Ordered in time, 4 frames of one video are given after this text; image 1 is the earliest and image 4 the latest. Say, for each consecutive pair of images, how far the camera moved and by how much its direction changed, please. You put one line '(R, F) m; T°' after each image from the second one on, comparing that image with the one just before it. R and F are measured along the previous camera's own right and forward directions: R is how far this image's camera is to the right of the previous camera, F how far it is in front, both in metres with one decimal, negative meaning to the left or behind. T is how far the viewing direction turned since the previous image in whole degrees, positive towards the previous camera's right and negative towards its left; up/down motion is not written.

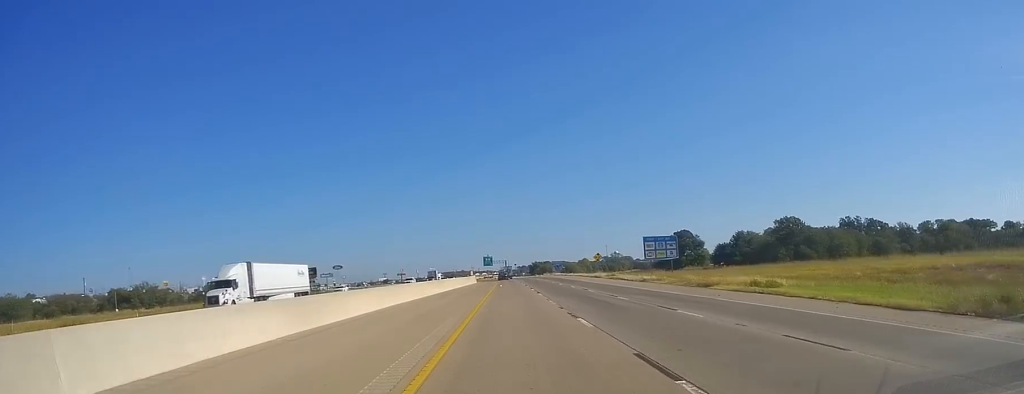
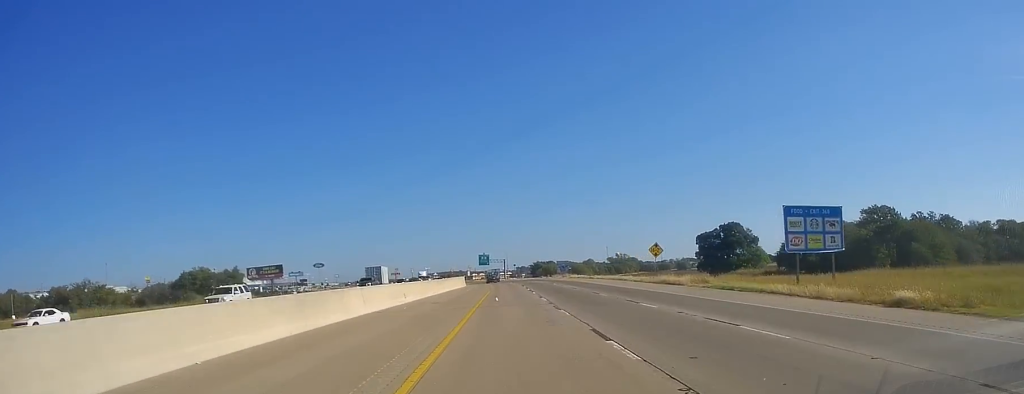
(-0.8, +43.0) m; -1°
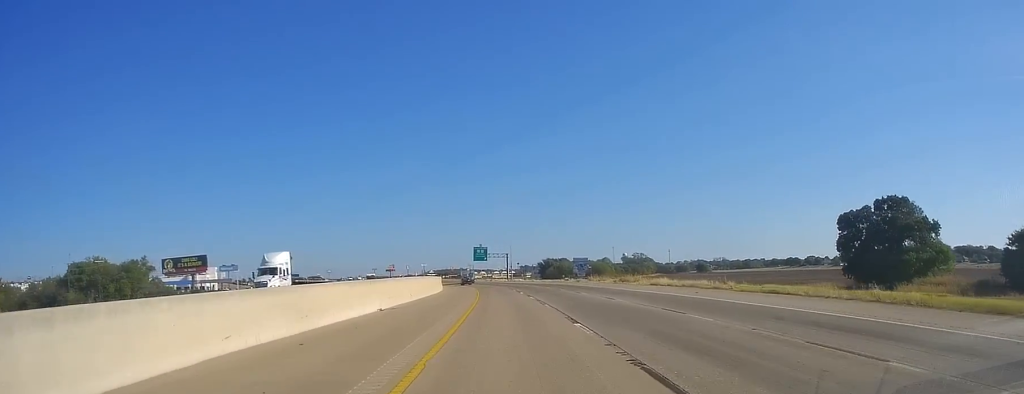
(0.0, +67.7) m; -1°
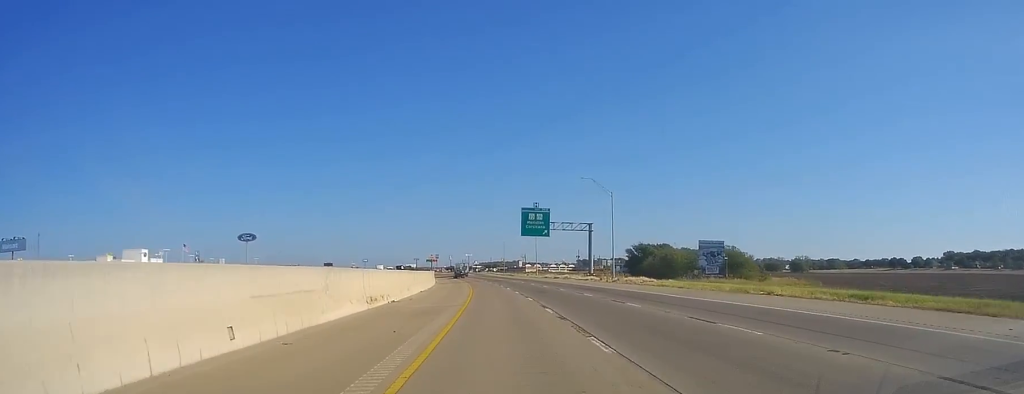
(-0.2, +113.4) m; -2°
